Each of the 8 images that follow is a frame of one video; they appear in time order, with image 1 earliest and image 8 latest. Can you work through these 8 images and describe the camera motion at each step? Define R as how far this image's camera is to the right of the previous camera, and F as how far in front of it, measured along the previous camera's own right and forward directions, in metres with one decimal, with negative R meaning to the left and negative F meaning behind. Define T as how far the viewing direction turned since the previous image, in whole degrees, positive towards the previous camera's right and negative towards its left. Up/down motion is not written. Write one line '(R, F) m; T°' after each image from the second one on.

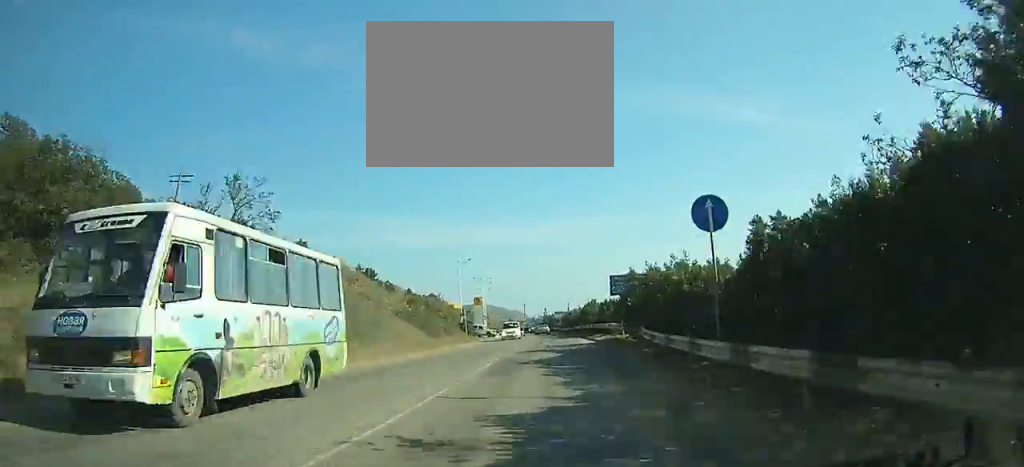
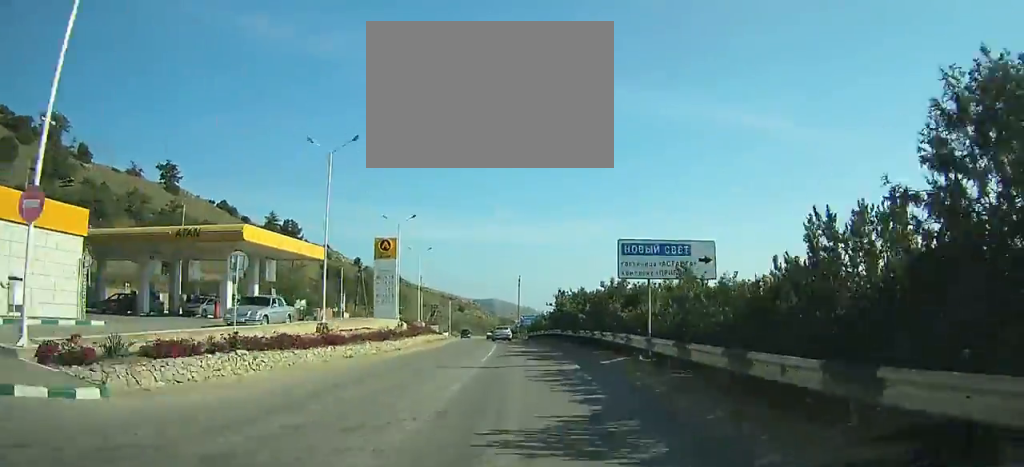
(+3.3, +84.2) m; +1°
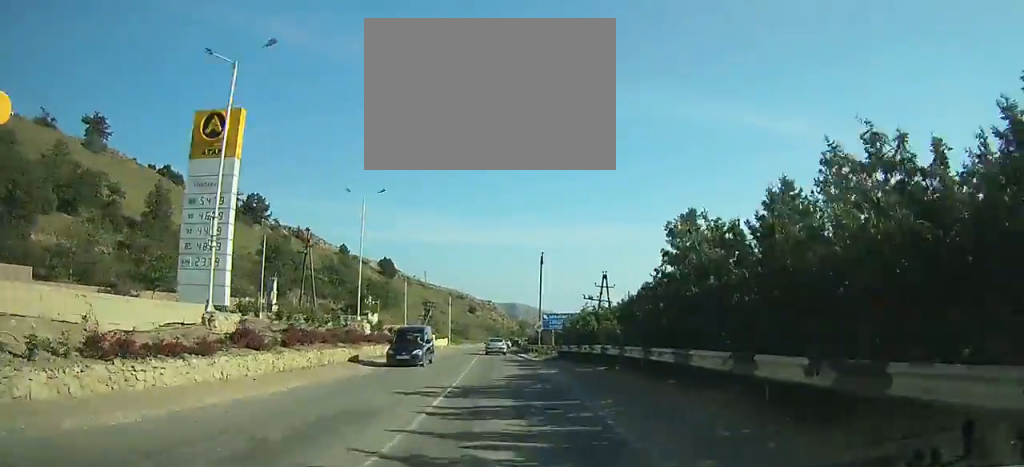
(-0.7, +36.6) m; -2°
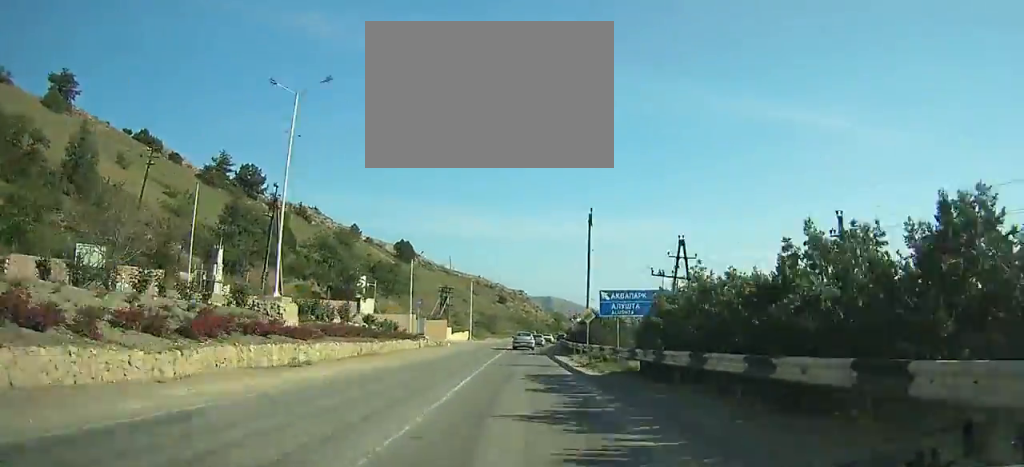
(-0.3, +19.4) m; -1°
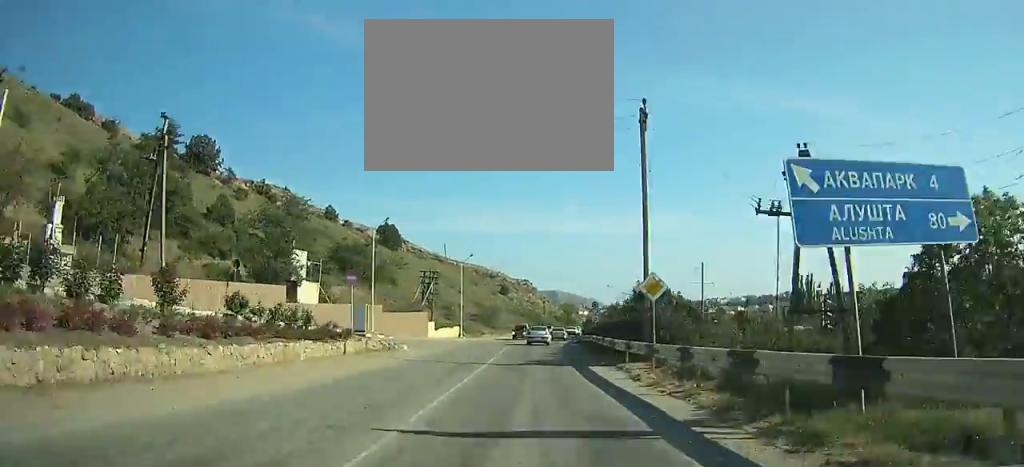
(-0.1, +18.9) m; 0°
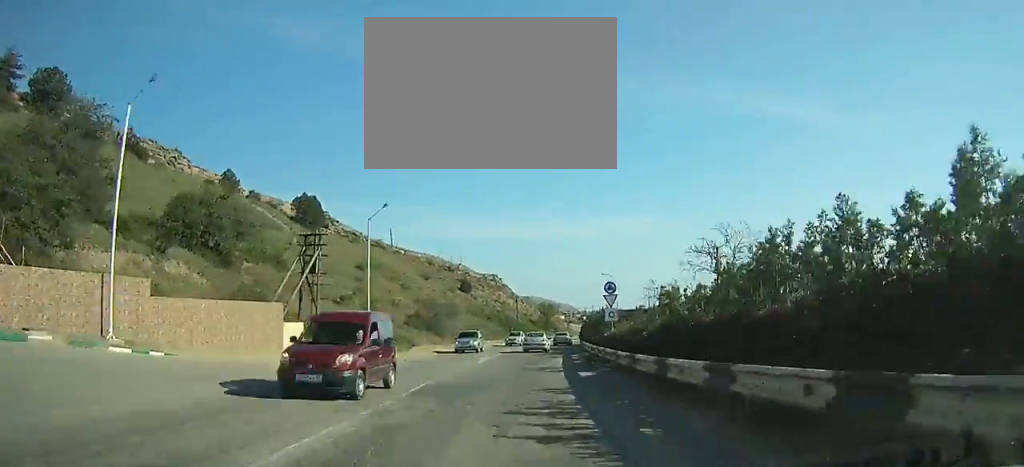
(0.0, +29.0) m; 0°
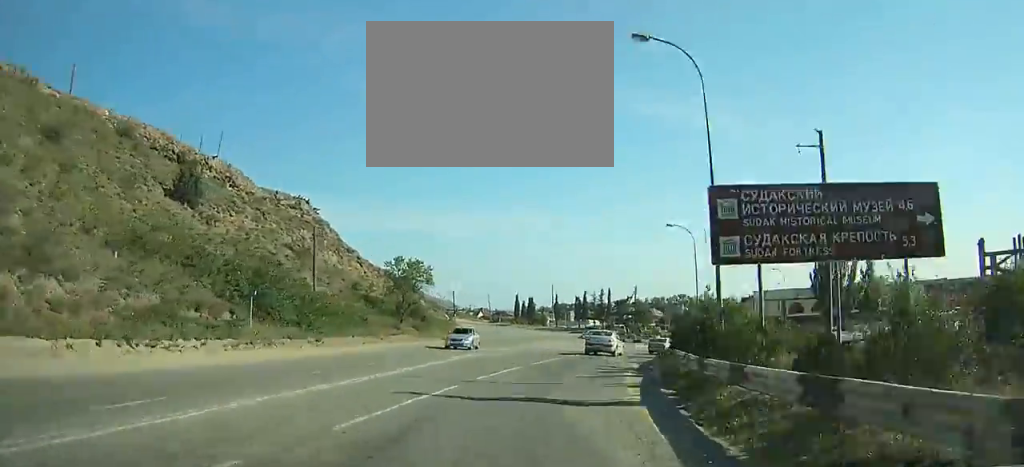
(+3.5, +59.4) m; +13°
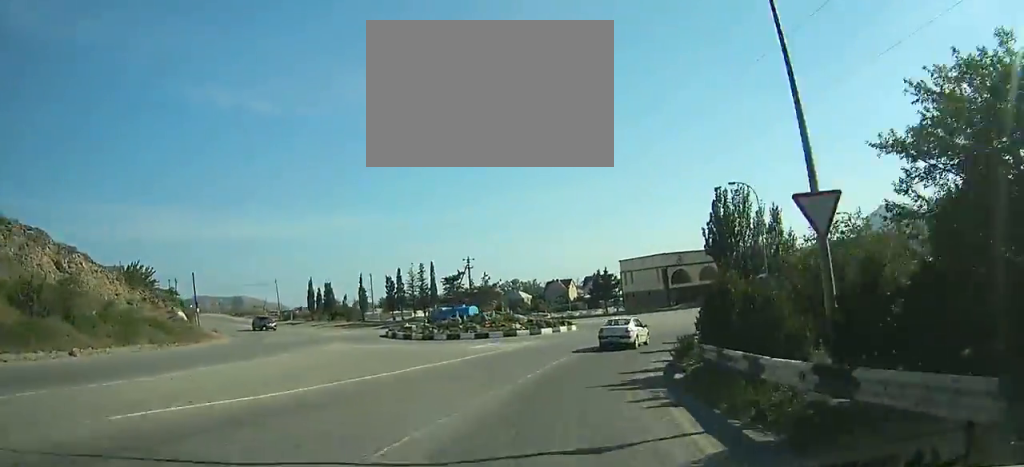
(+3.7, +30.6) m; +15°
